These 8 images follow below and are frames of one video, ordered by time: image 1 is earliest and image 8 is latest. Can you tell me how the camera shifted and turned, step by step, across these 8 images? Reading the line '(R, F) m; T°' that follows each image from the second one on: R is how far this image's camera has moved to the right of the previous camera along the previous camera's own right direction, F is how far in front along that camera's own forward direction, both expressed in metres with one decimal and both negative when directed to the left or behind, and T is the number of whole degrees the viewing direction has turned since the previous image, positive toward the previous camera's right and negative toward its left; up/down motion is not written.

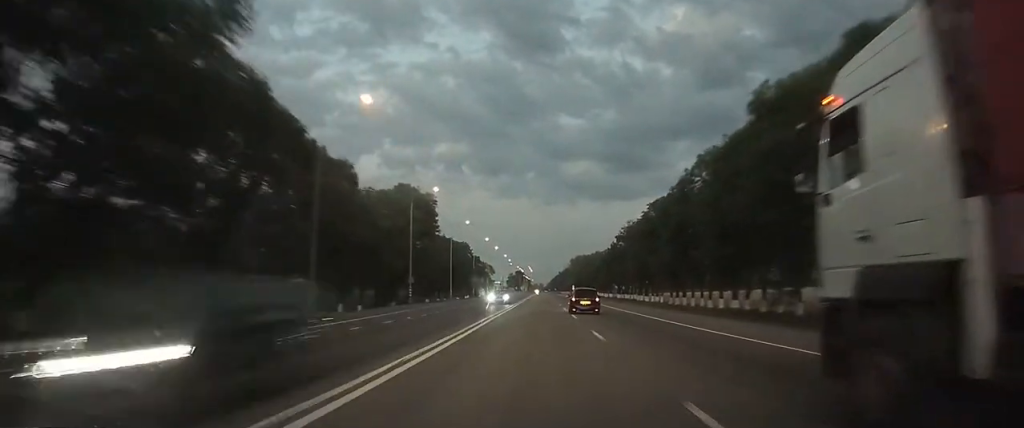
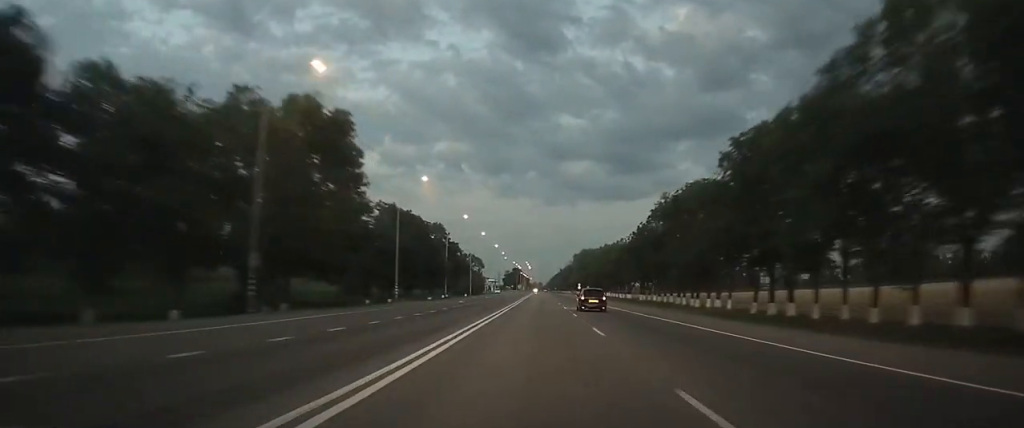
(+0.1, +35.3) m; 0°
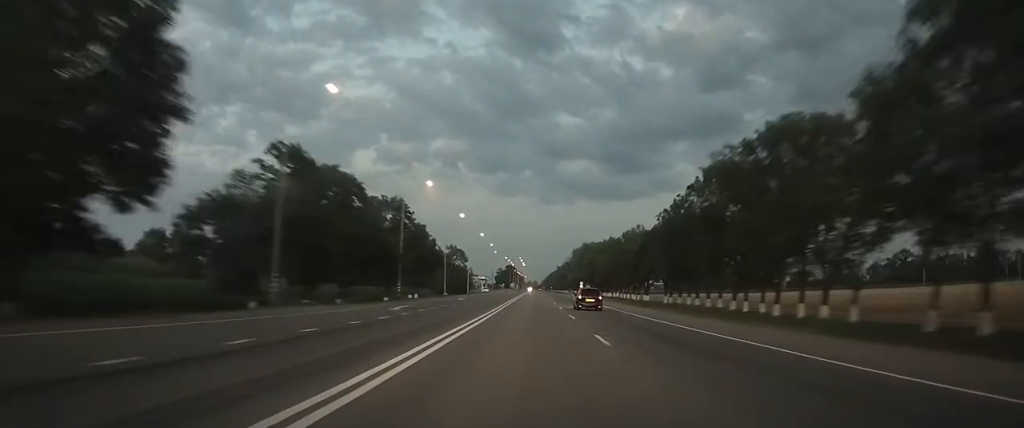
(+0.2, +26.6) m; 0°
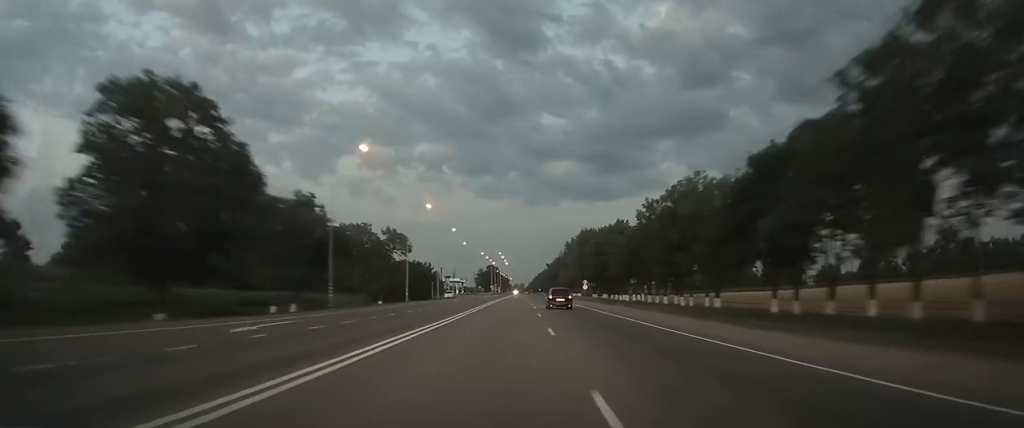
(+0.1, +45.8) m; 0°
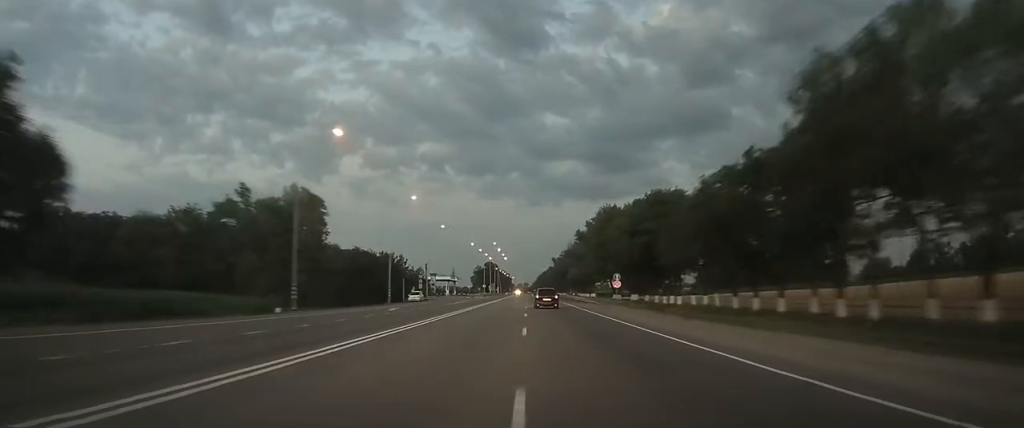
(+0.1, +35.8) m; 0°
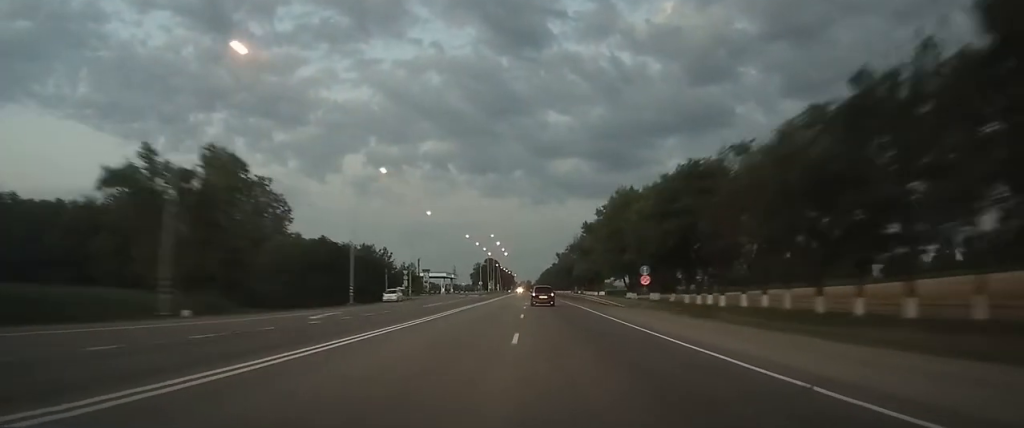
(0.0, +14.8) m; 0°
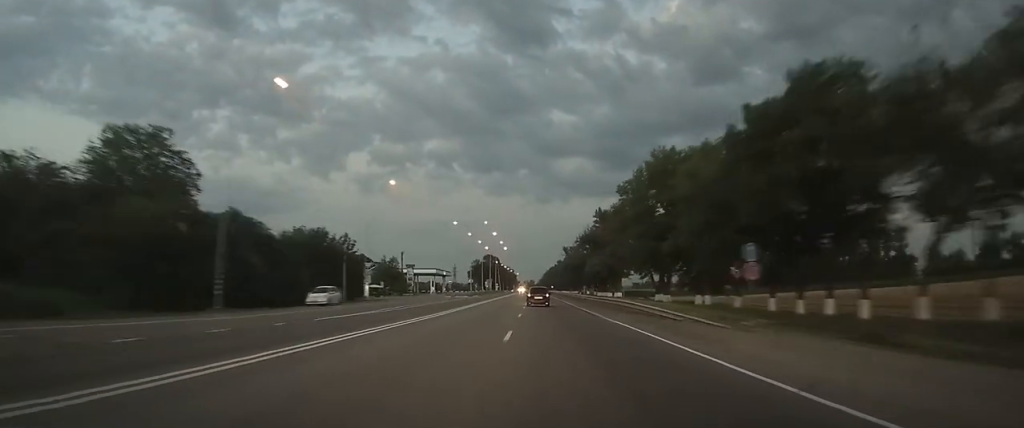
(0.0, +23.4) m; 0°
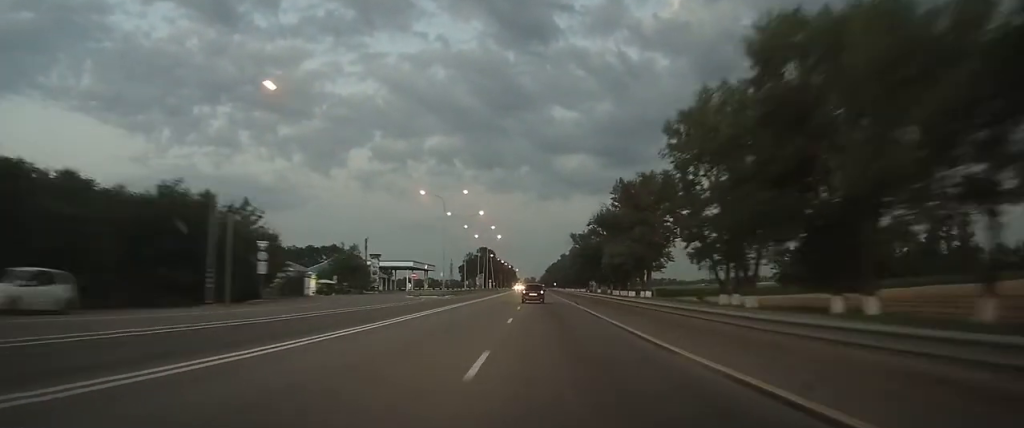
(-0.1, +29.7) m; 0°
